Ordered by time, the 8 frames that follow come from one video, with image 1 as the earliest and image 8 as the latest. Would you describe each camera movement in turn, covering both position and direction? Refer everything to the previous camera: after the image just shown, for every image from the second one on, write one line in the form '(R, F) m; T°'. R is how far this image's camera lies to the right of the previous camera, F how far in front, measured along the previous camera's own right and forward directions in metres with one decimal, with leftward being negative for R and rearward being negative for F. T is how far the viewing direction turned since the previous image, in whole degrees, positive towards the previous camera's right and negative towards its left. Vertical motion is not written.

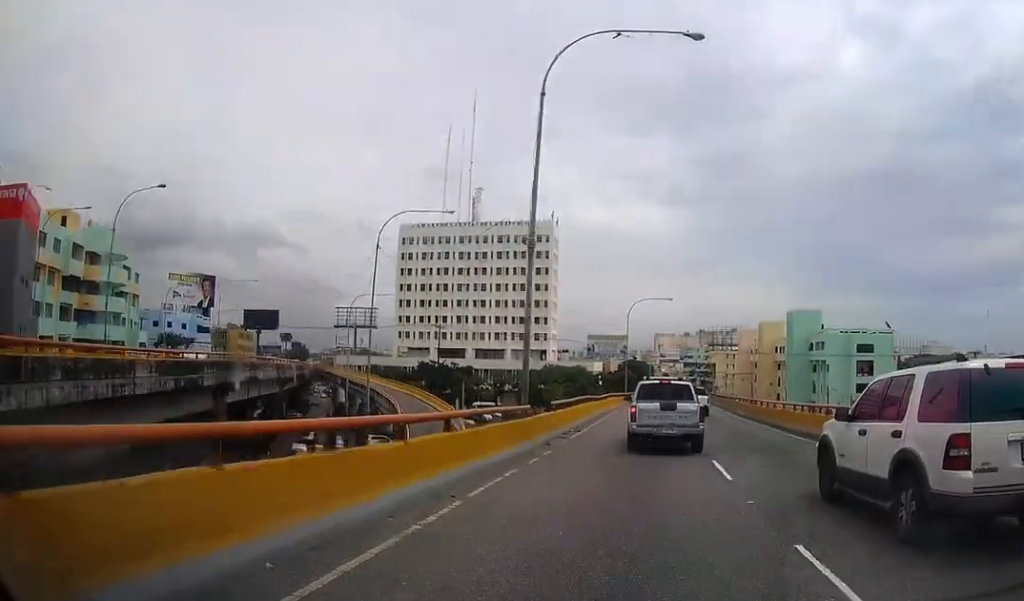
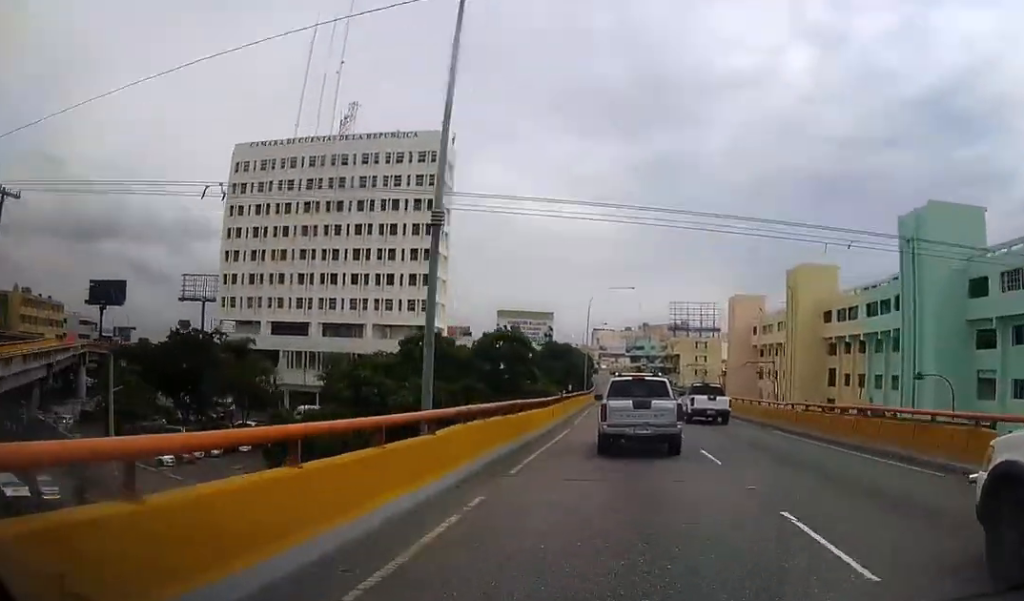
(+6.5, +62.2) m; +7°
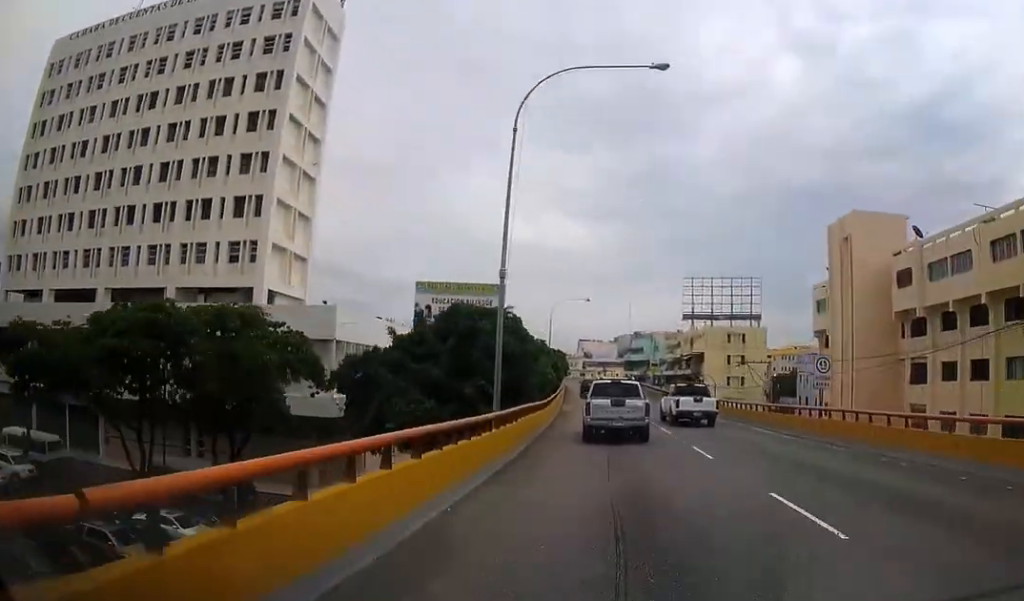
(+0.8, +54.0) m; +1°
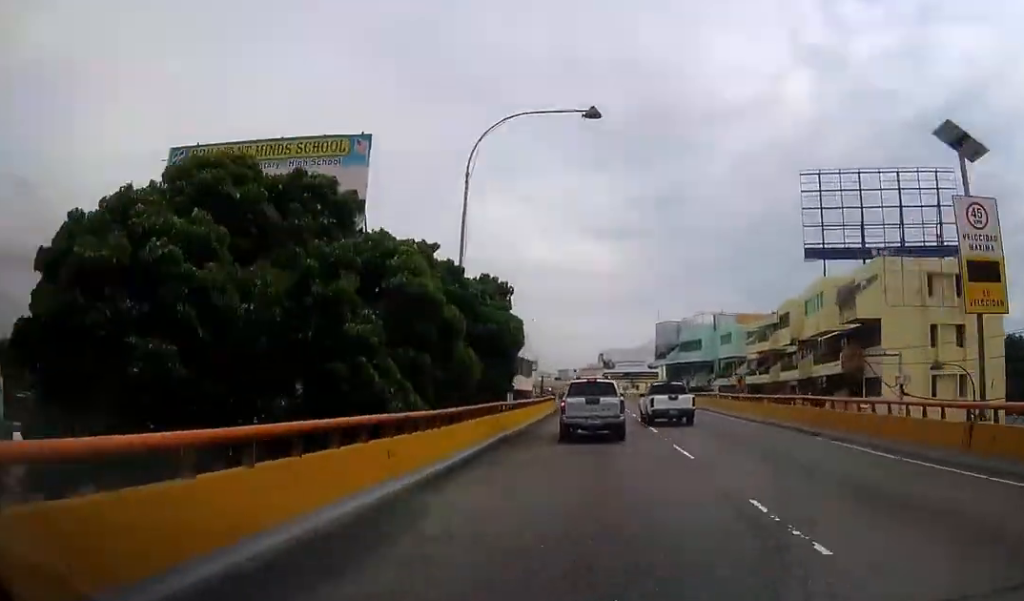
(-0.6, +56.6) m; -2°
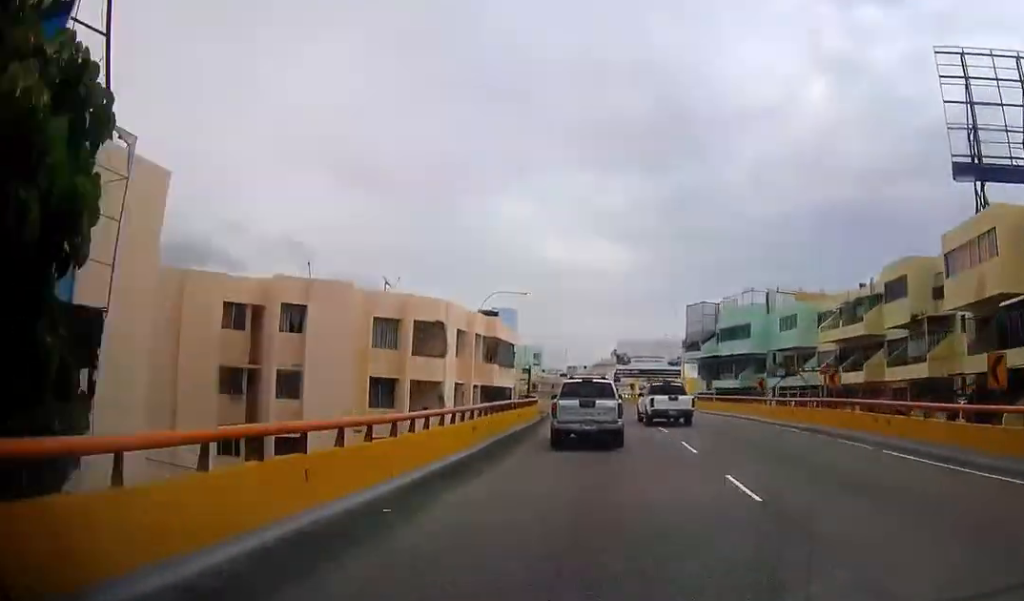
(+0.2, +21.2) m; -1°
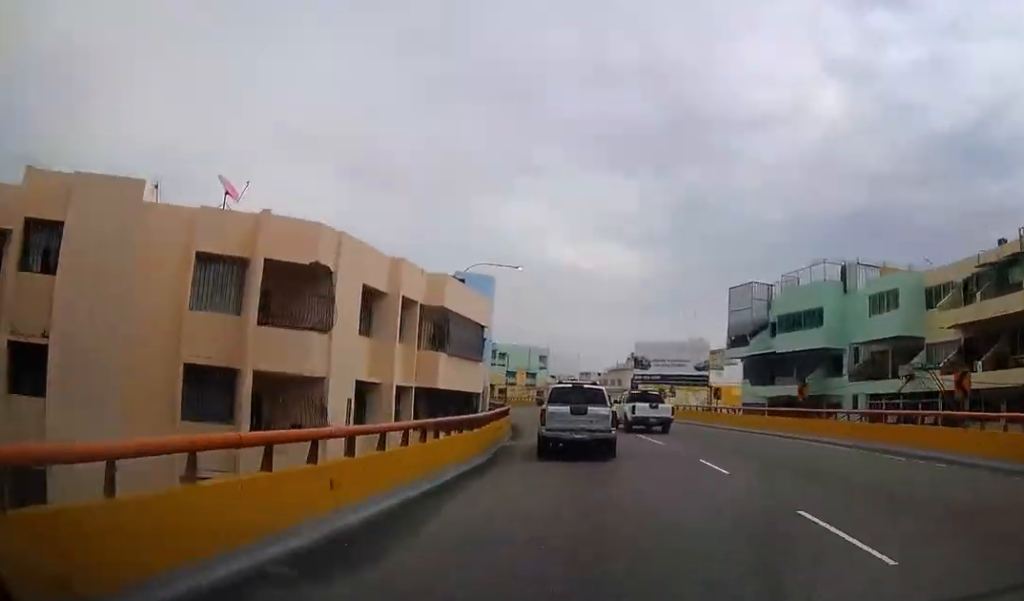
(-0.5, +17.4) m; -4°
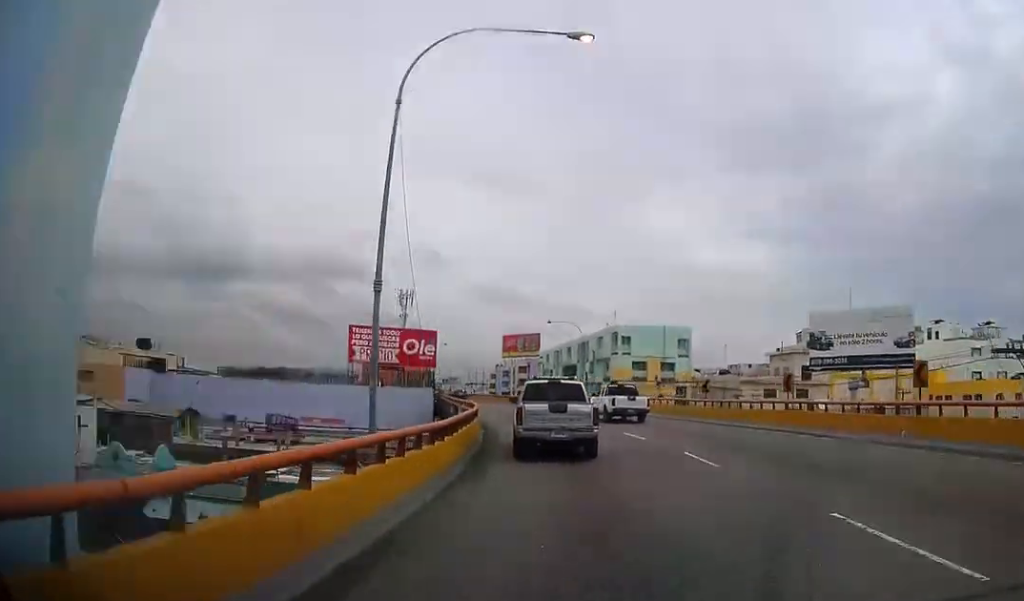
(-1.6, +34.3) m; -8°
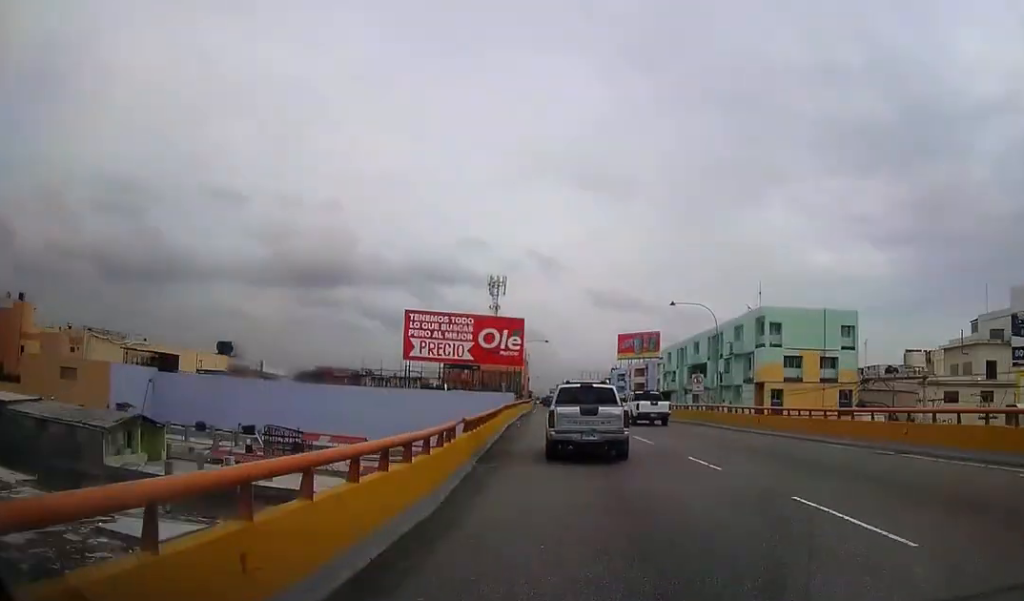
(-1.4, +23.4) m; -7°
